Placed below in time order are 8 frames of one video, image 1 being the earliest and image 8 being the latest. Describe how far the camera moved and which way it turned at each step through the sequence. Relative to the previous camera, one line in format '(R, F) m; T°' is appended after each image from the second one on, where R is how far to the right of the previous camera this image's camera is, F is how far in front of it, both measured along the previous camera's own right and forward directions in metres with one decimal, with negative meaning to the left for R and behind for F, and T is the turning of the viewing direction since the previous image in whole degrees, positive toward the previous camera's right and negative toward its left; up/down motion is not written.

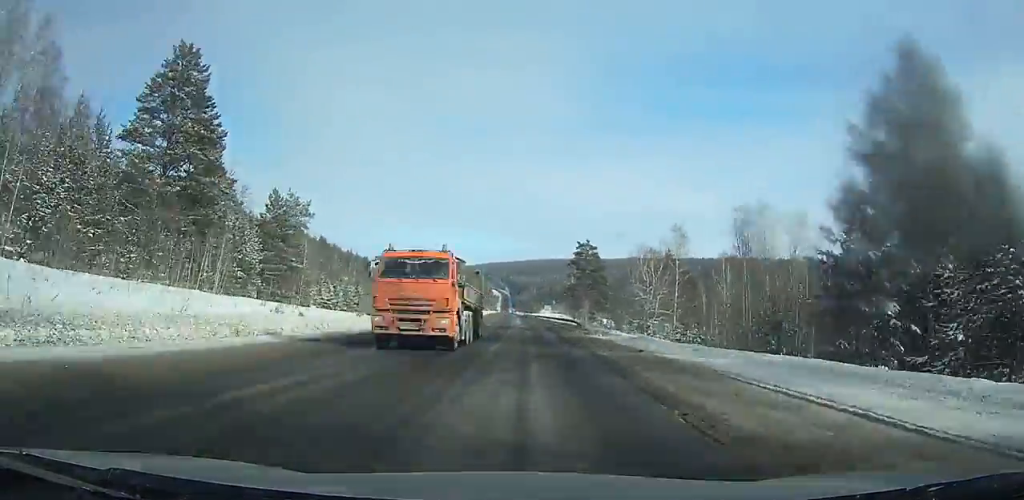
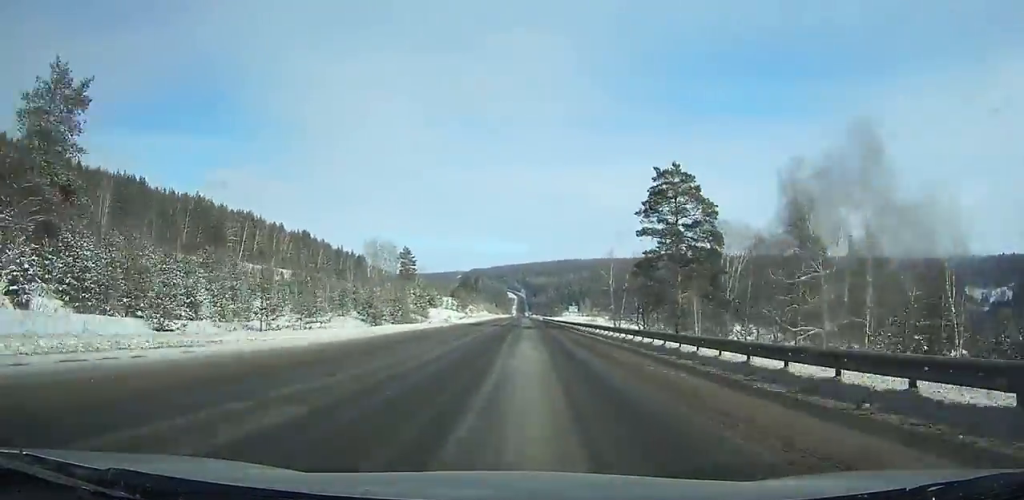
(-0.5, +61.1) m; -1°
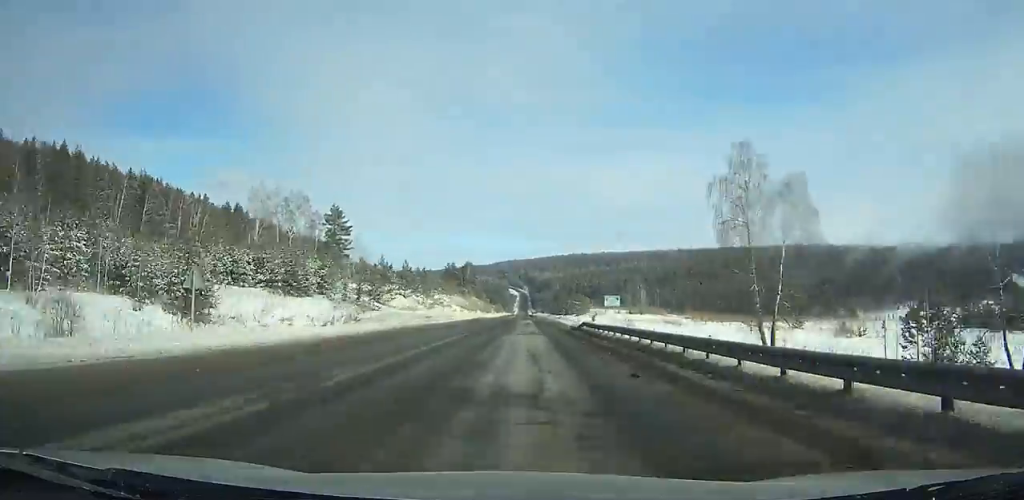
(-0.6, +91.8) m; -1°
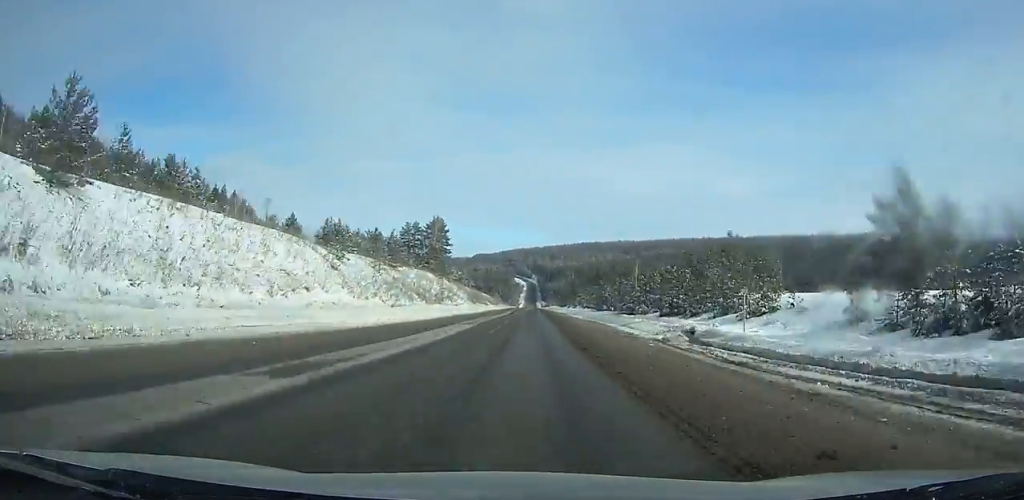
(-0.7, +131.1) m; 0°
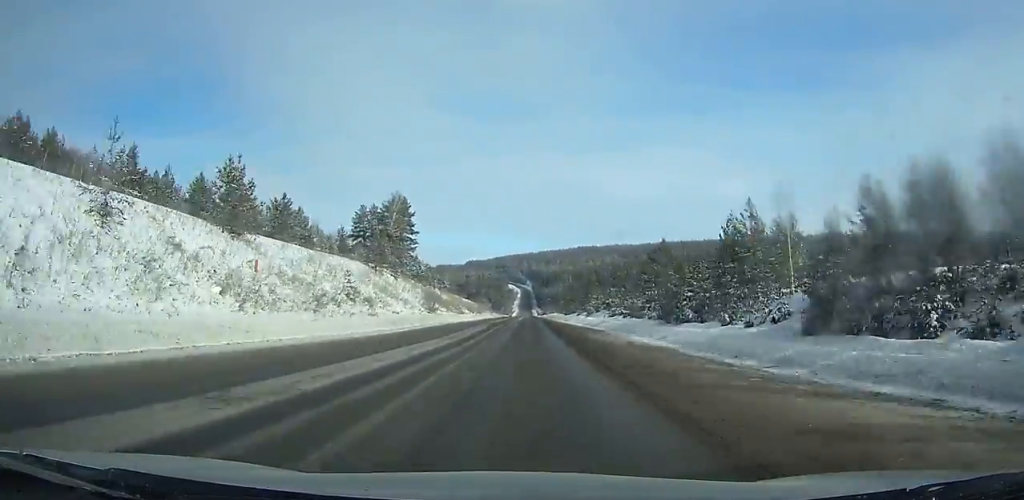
(0.0, +48.3) m; 0°
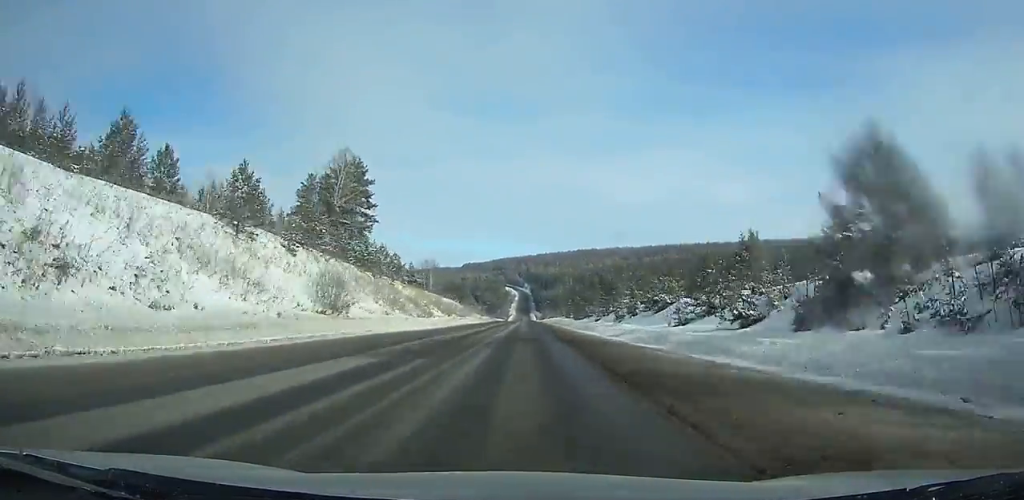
(0.0, +38.3) m; 0°
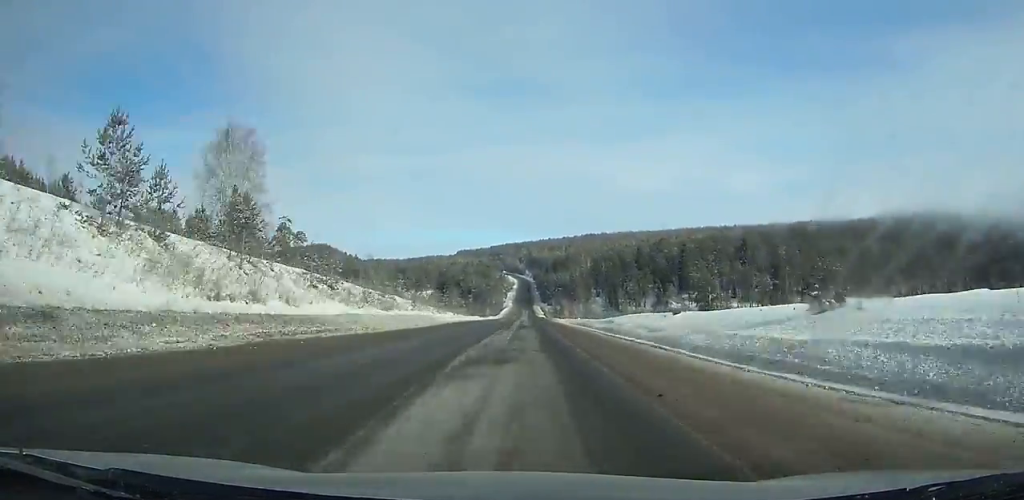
(-0.1, +156.5) m; 0°
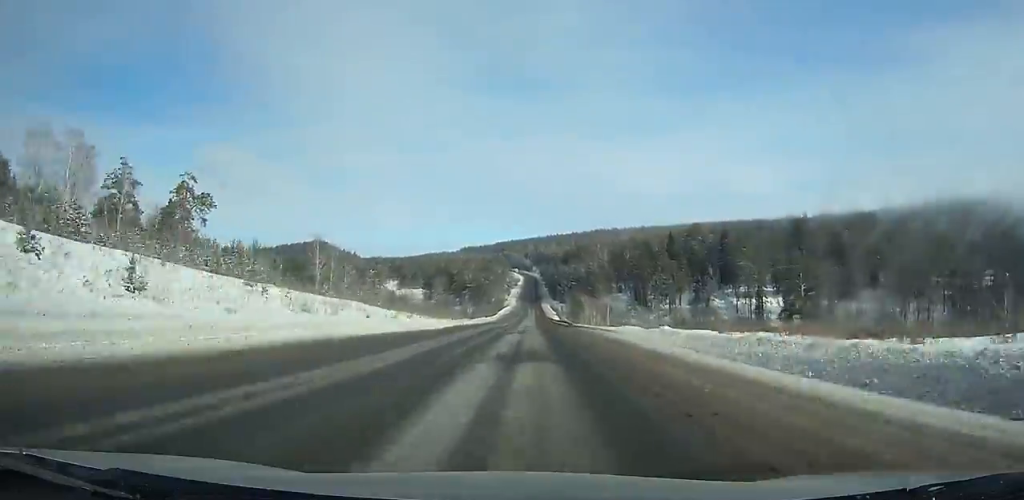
(0.0, +62.1) m; 0°
